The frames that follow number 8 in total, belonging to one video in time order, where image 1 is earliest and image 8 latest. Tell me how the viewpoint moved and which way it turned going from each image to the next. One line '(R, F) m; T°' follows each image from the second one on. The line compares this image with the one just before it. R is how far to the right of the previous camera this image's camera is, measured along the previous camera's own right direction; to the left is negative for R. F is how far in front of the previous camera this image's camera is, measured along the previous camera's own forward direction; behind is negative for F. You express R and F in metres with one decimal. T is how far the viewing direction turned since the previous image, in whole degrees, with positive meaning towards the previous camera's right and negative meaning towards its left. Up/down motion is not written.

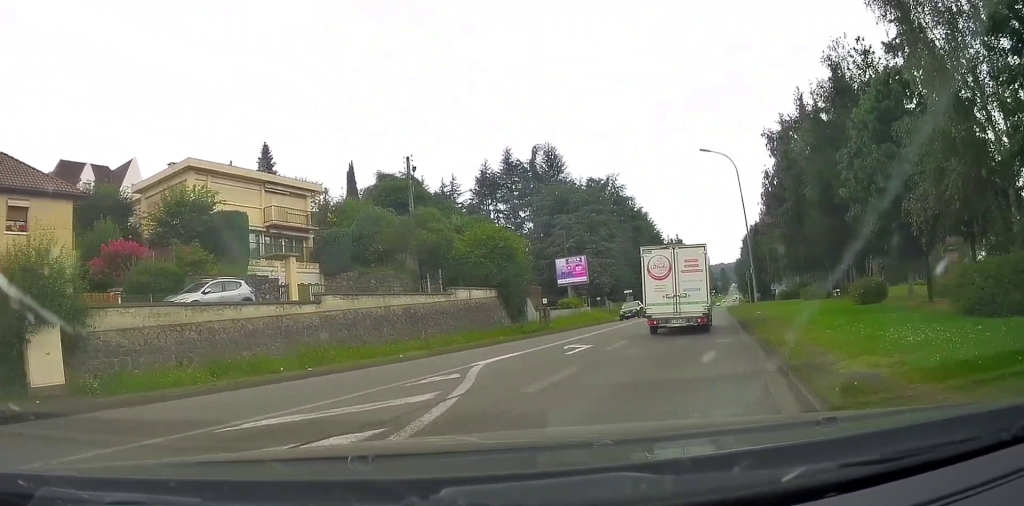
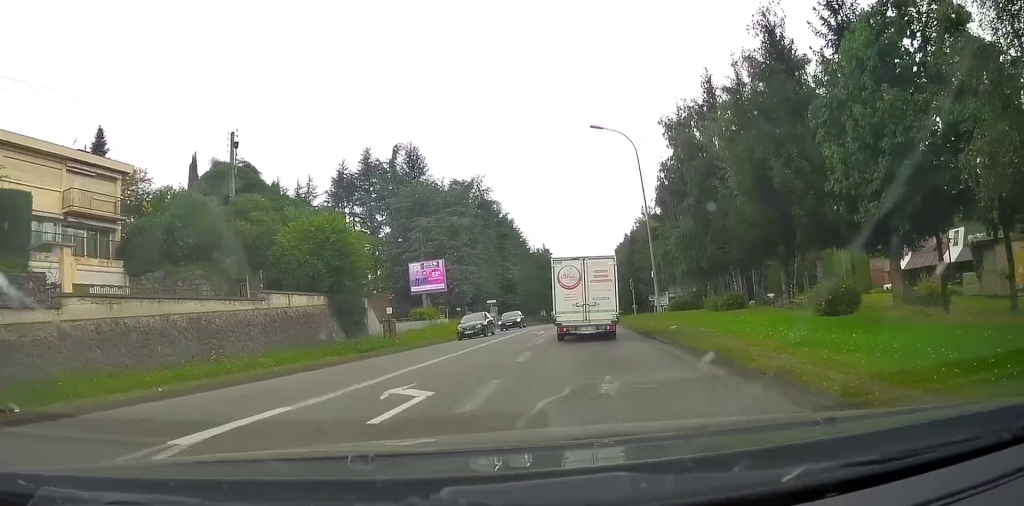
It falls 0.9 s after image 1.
(+0.7, +6.2) m; +12°
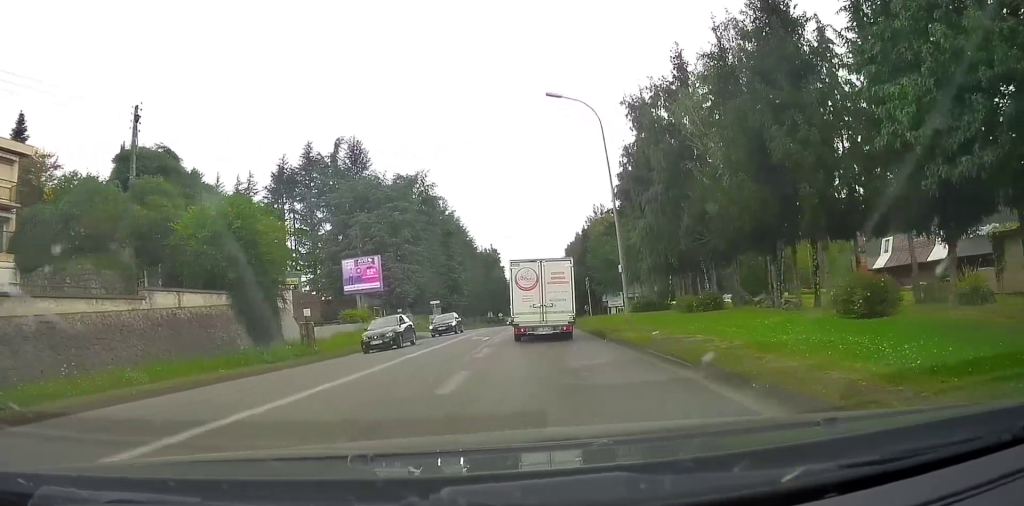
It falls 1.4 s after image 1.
(+0.2, +4.0) m; +7°
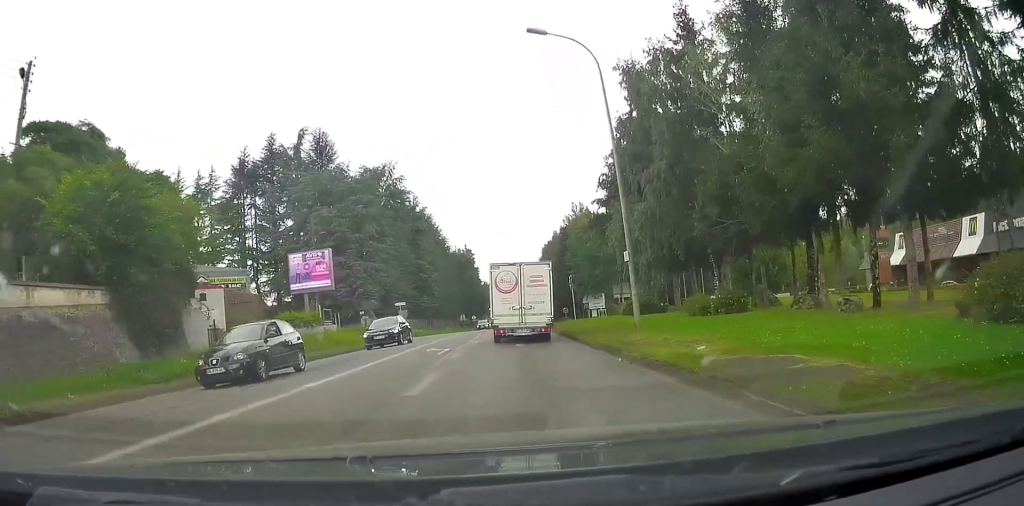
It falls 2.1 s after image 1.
(+0.4, +5.5) m; +7°
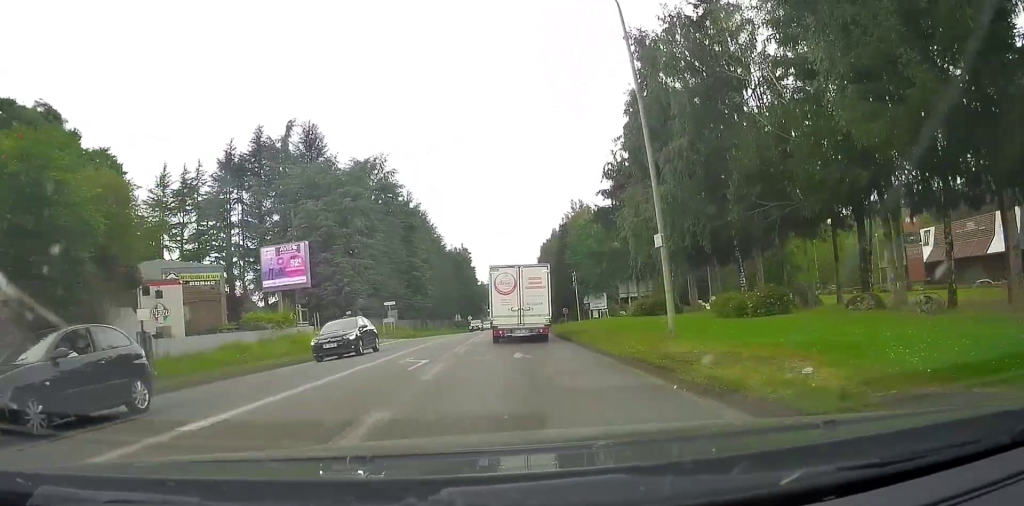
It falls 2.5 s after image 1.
(+0.2, +3.9) m; +3°
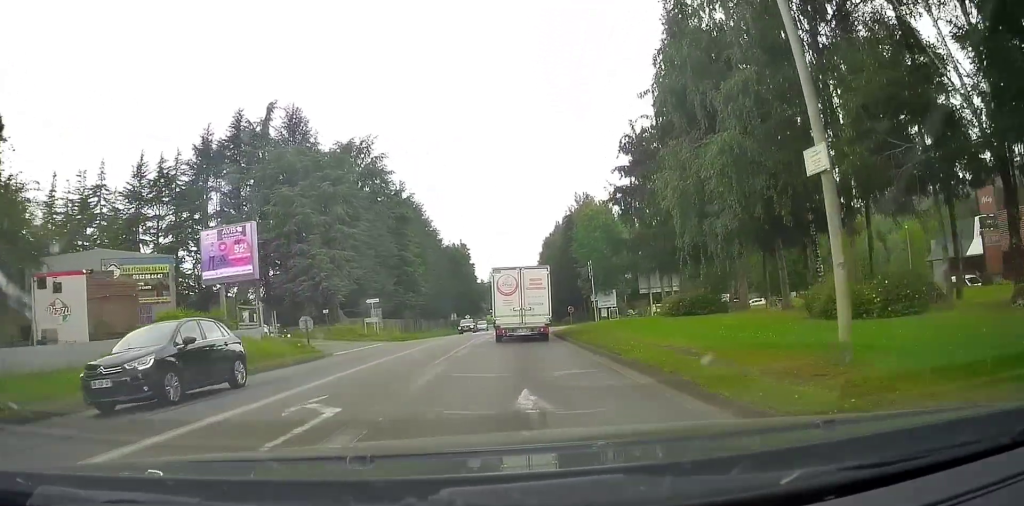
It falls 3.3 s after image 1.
(+0.3, +7.0) m; +3°
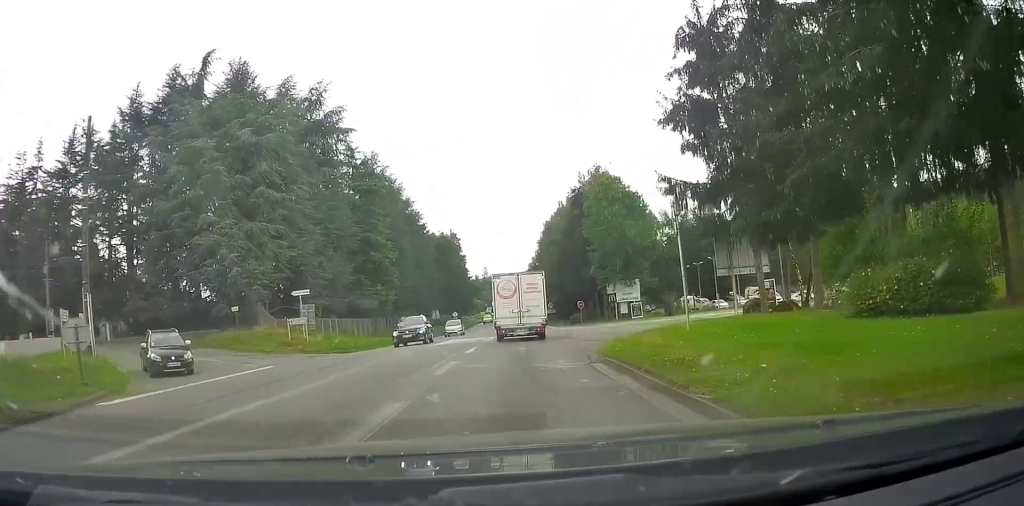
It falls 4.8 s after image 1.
(+0.8, +16.3) m; +5°
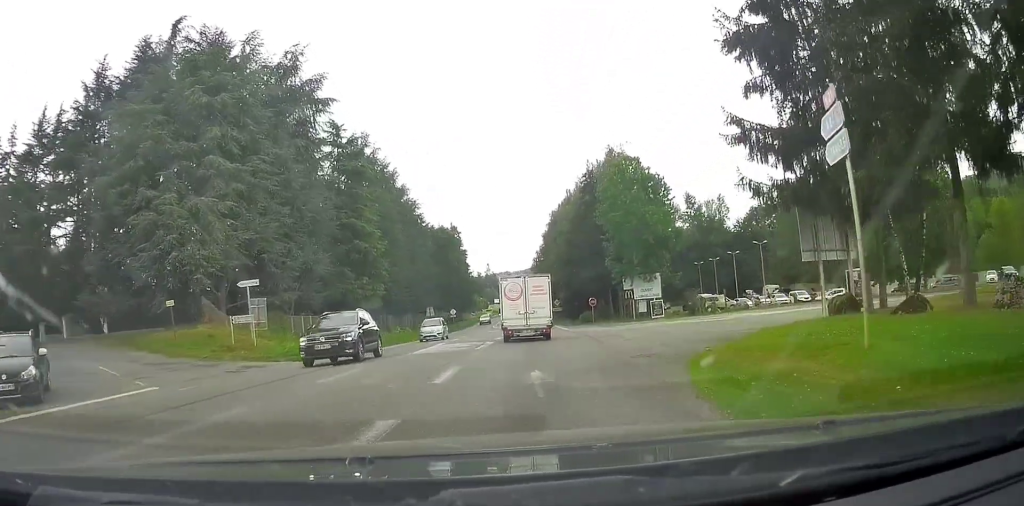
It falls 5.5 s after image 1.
(+0.1, +7.6) m; +1°
